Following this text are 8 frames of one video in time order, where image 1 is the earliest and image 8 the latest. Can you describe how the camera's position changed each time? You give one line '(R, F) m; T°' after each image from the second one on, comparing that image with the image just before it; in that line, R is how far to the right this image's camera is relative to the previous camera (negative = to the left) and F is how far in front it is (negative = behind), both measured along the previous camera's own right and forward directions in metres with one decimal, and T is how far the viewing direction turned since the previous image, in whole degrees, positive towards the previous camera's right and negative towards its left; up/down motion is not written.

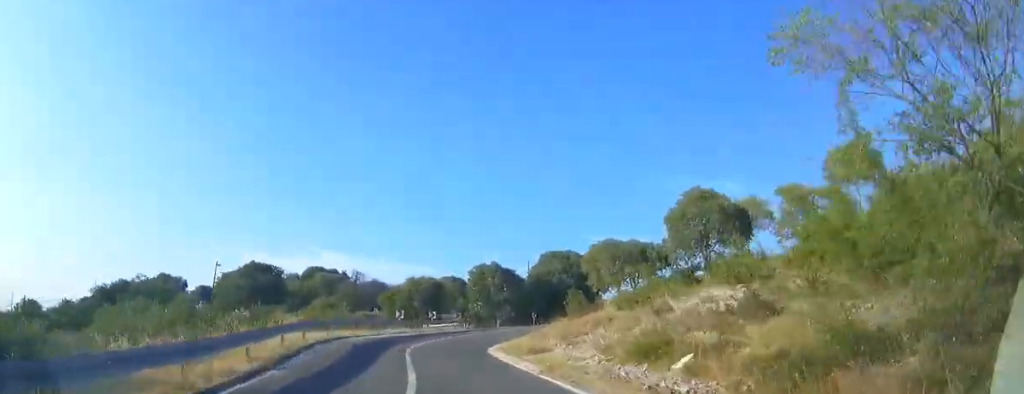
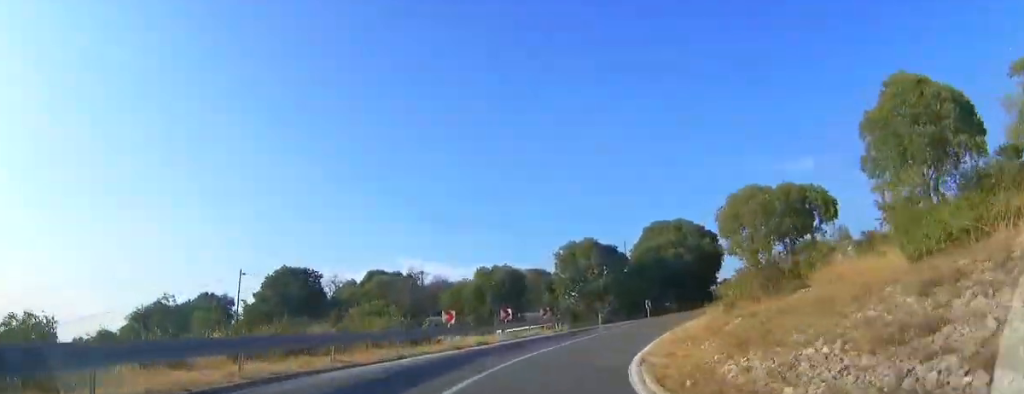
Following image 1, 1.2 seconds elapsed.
(-0.8, +14.1) m; -4°
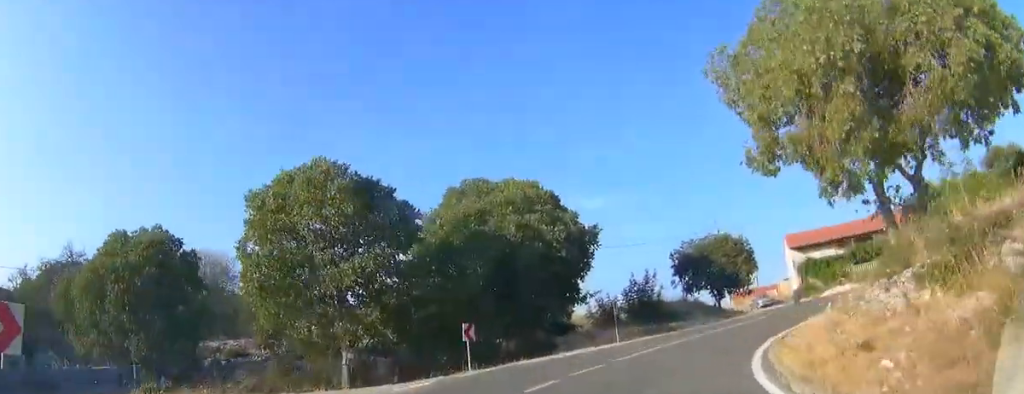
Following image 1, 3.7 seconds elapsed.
(-1.0, +27.1) m; +9°
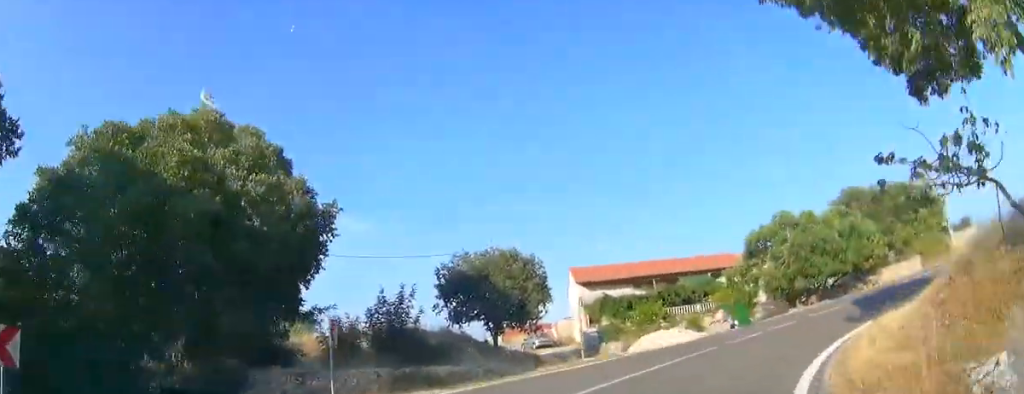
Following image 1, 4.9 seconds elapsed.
(+0.3, +10.7) m; +19°
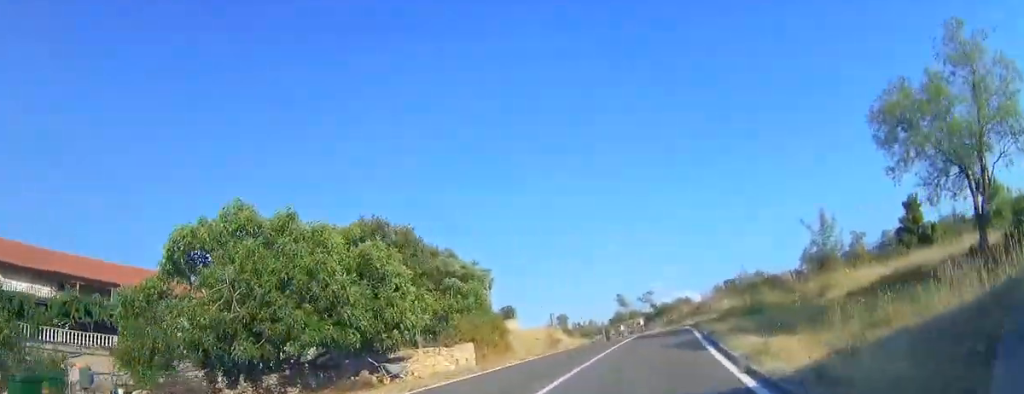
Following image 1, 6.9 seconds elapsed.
(+6.2, +14.4) m; +47°
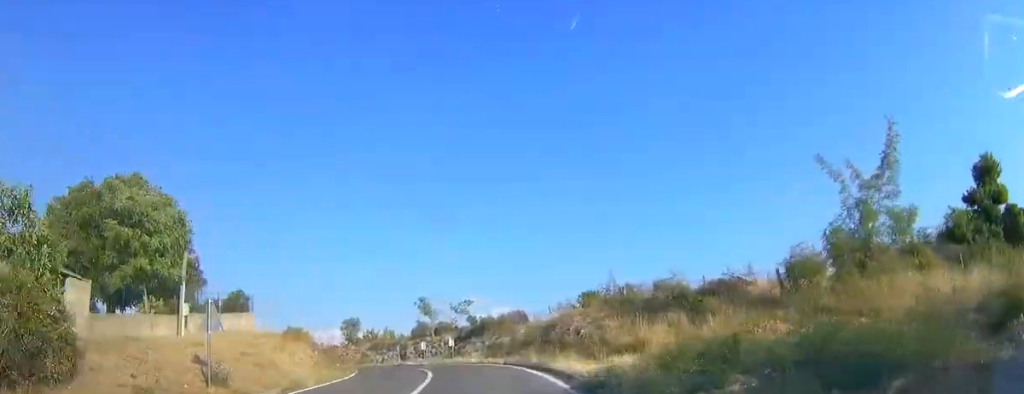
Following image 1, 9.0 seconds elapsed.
(+7.2, +17.1) m; +25°
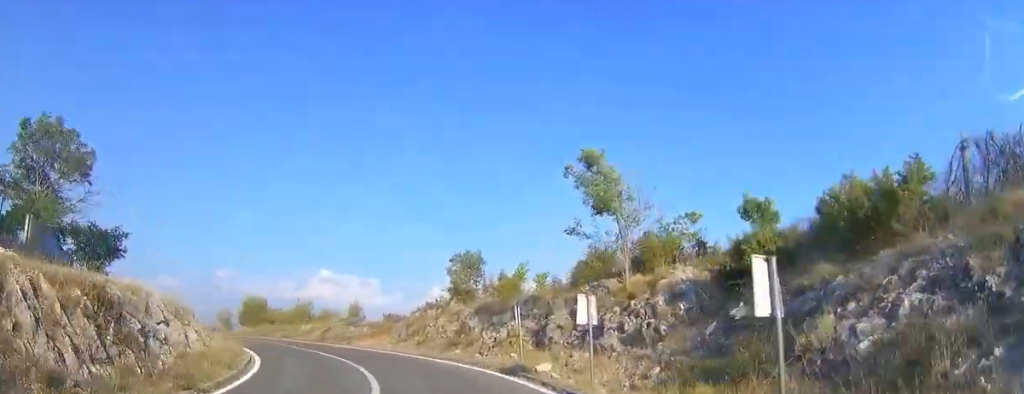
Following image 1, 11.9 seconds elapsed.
(-0.4, +28.6) m; -21°
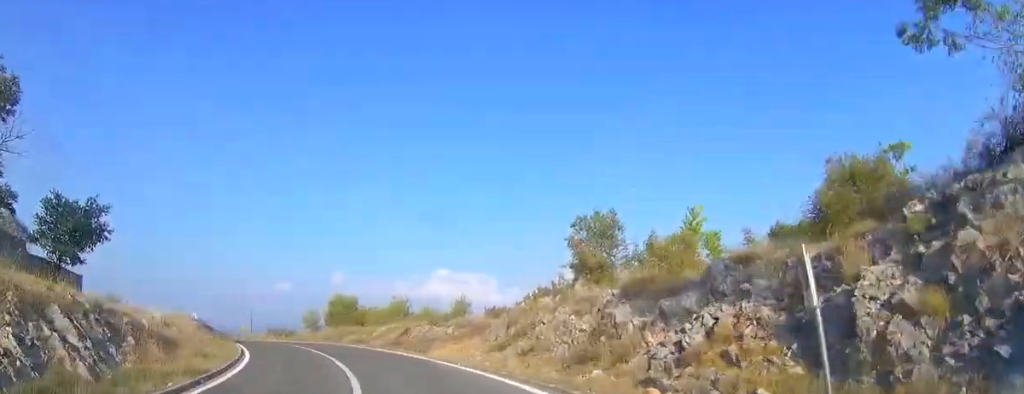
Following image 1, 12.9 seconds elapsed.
(-1.0, +9.8) m; -13°
